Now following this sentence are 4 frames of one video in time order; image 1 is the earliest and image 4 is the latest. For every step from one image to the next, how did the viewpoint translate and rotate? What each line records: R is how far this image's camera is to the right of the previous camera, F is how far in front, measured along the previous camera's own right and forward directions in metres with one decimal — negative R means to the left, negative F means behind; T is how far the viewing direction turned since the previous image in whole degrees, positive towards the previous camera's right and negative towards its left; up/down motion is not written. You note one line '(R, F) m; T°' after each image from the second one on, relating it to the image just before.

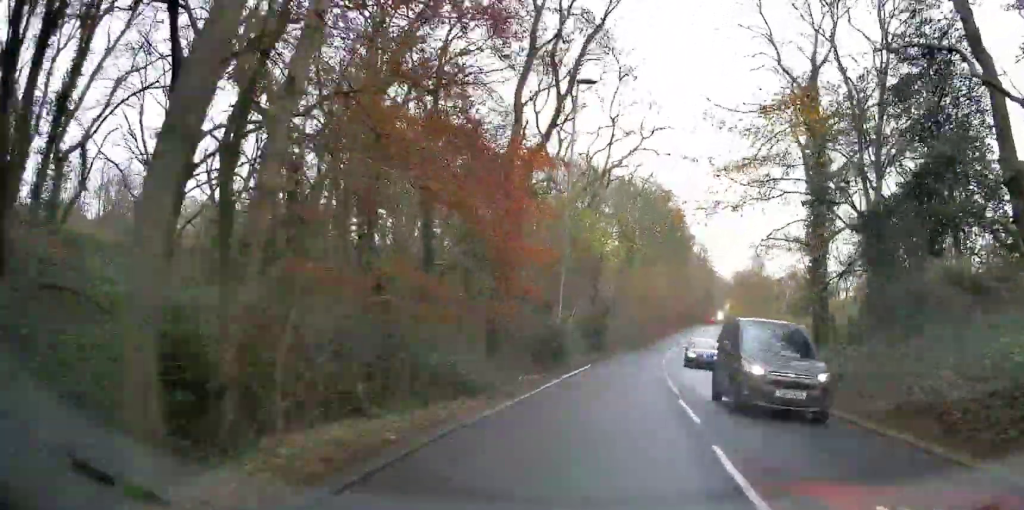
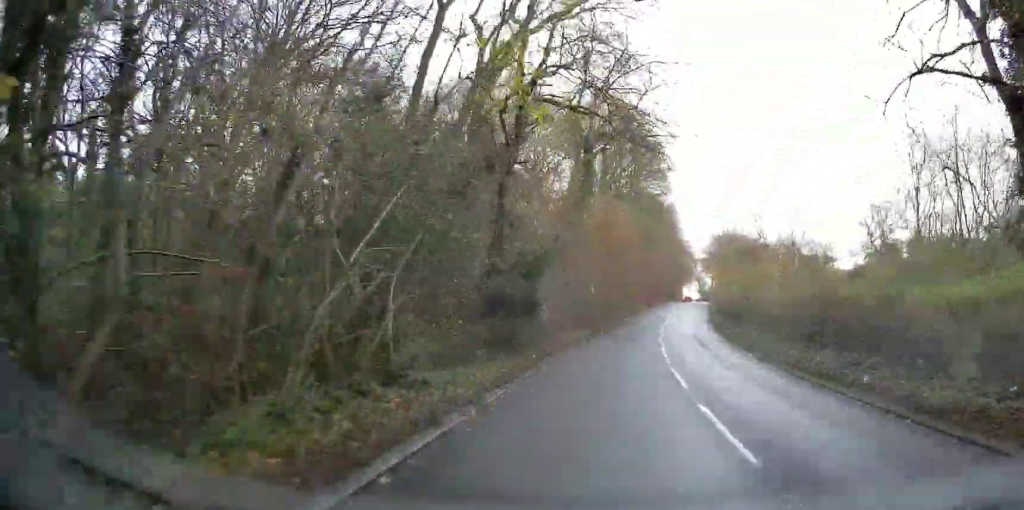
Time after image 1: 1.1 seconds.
(+1.2, +22.3) m; +5°
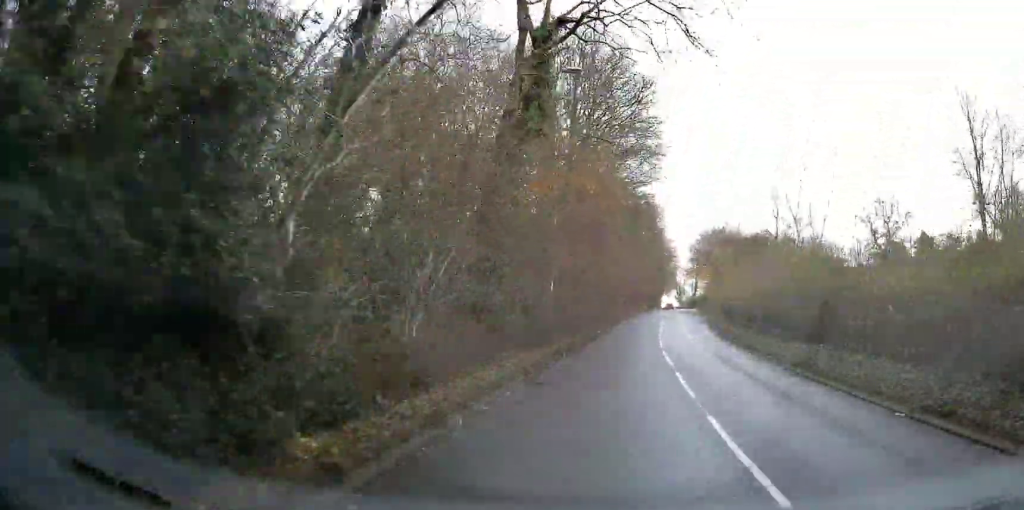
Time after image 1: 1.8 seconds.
(+0.4, +14.4) m; +1°
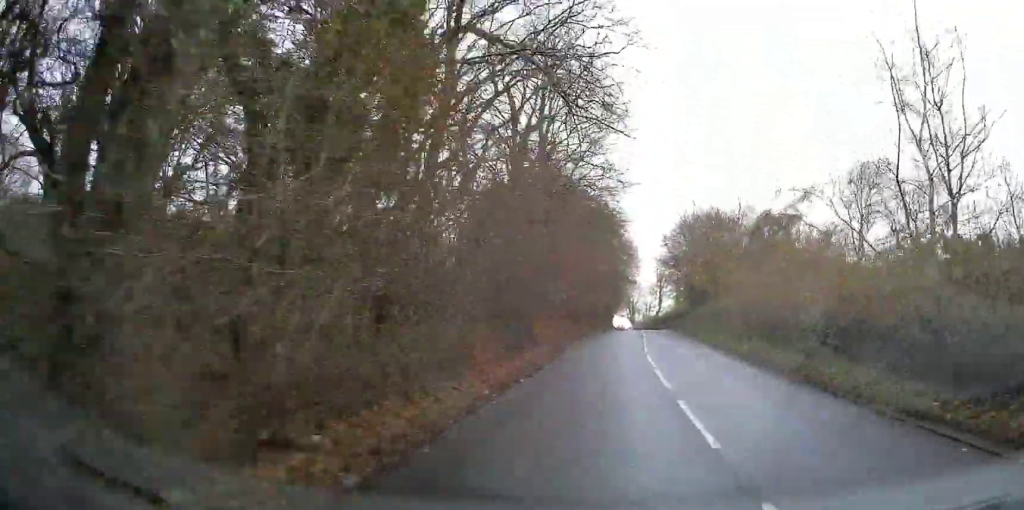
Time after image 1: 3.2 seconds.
(+0.5, +29.9) m; +2°
